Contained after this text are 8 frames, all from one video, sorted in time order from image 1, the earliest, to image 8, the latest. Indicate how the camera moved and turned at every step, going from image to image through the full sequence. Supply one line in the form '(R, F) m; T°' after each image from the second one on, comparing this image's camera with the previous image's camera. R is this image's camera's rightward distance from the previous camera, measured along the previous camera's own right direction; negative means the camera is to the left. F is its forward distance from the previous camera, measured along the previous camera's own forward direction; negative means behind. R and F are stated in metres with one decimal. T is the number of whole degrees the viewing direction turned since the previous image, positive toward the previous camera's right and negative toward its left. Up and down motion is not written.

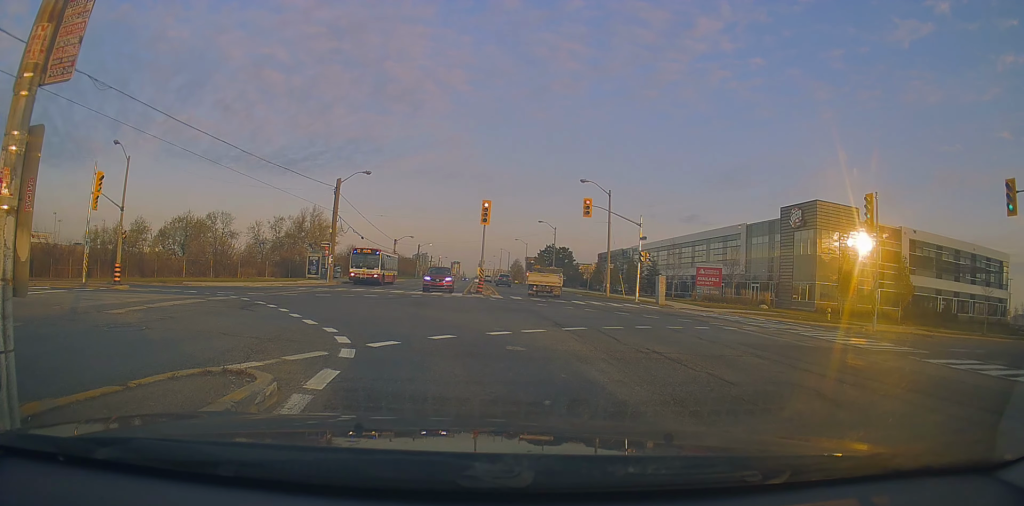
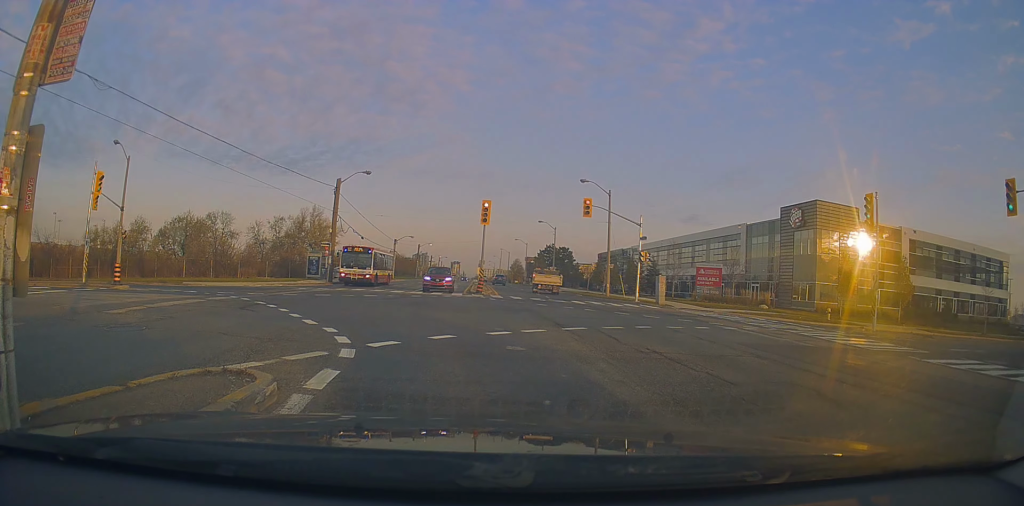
(0.0, 0.0) m; 0°
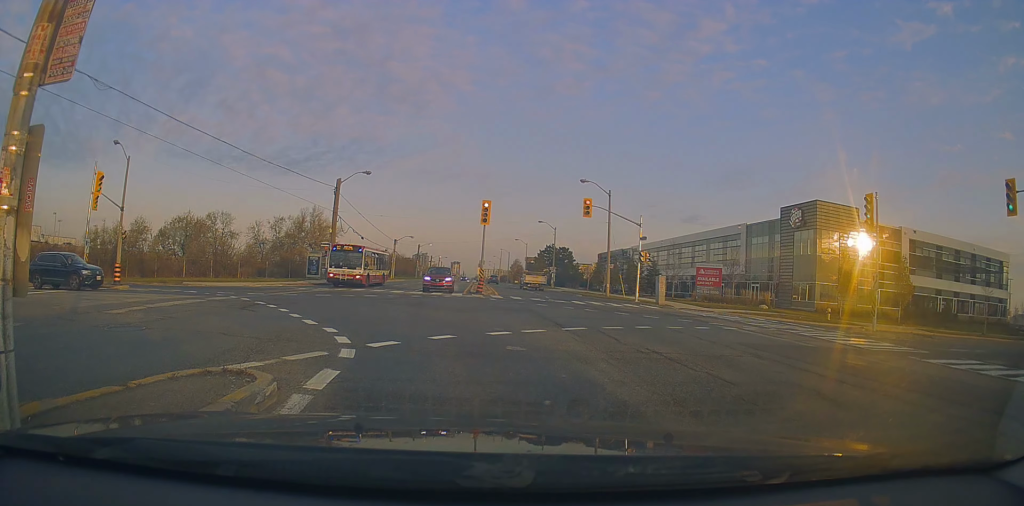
(0.0, 0.0) m; 0°
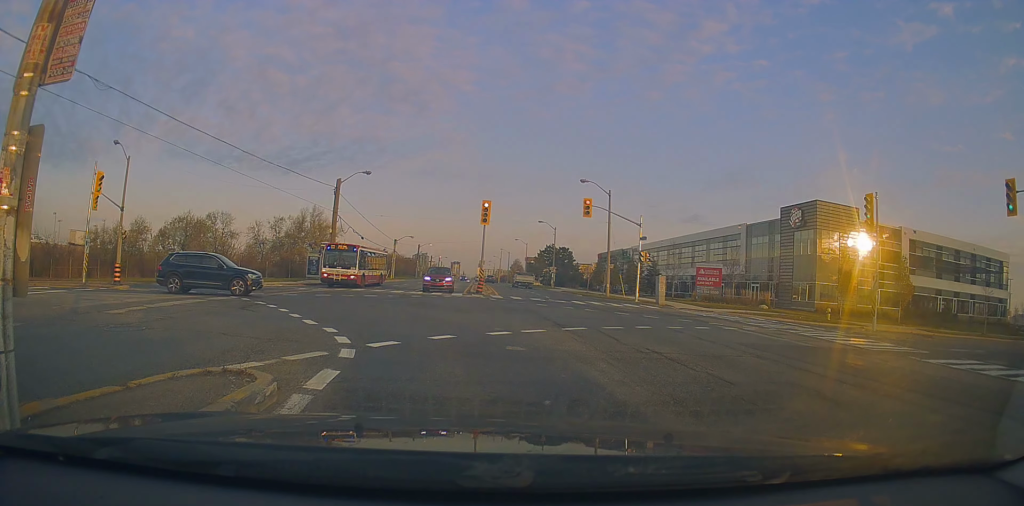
(0.0, 0.0) m; 0°
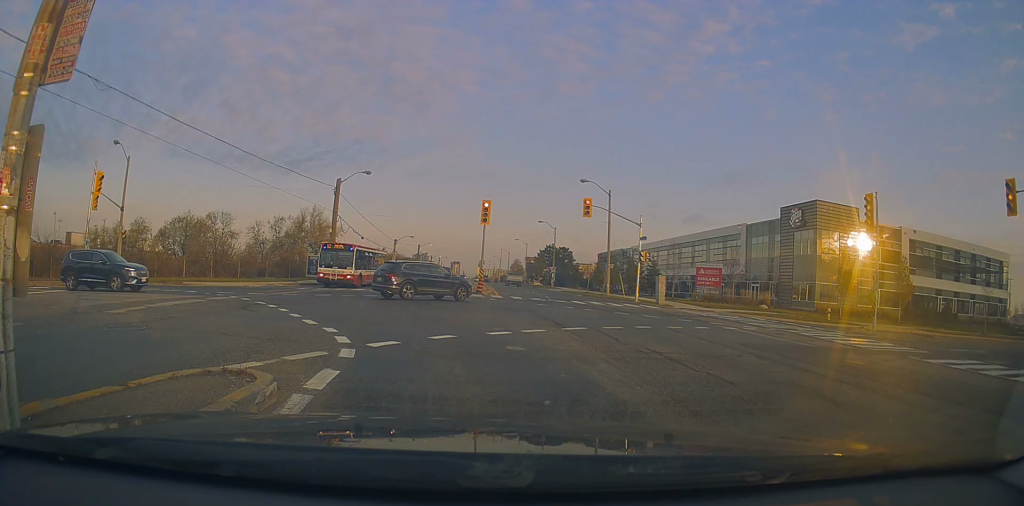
(0.0, 0.0) m; 0°
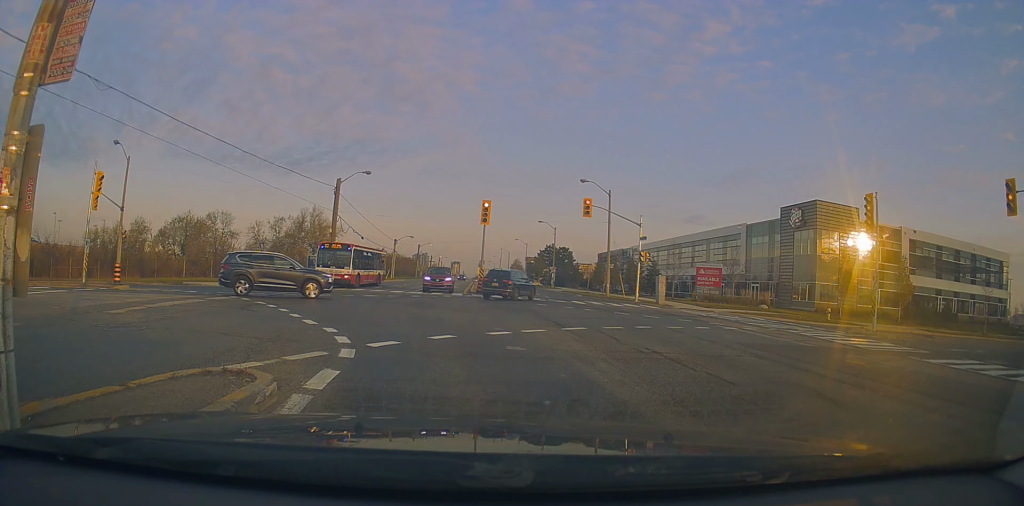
(0.0, 0.0) m; 0°
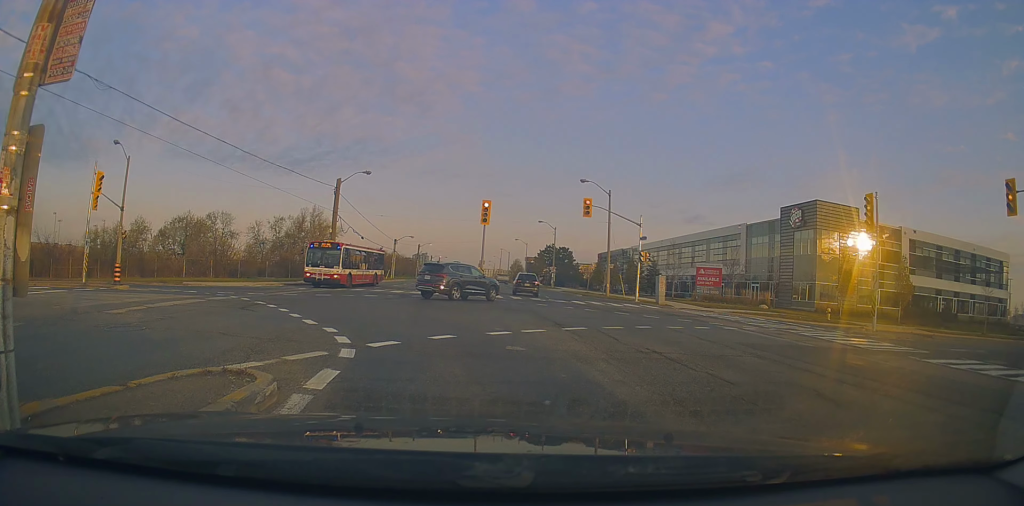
(0.0, 0.0) m; 0°
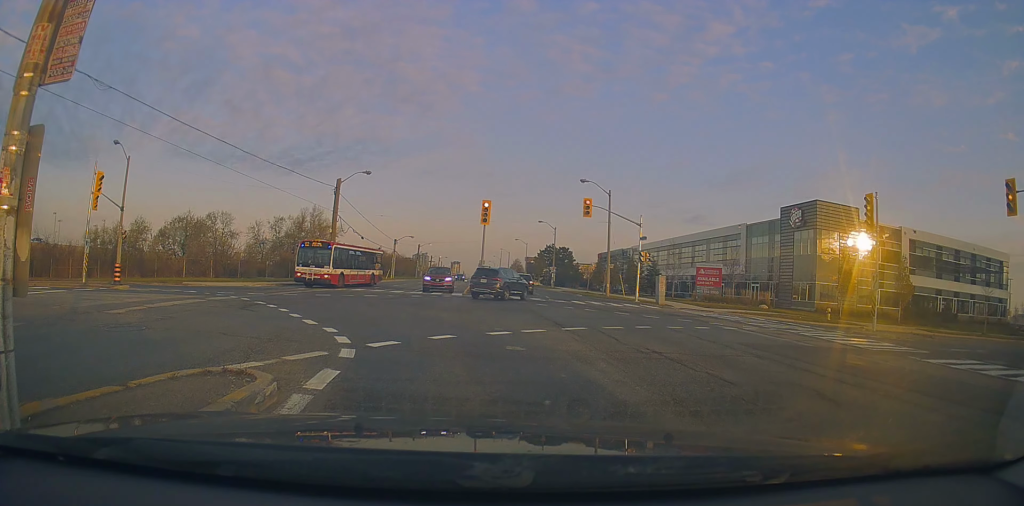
(0.0, 0.0) m; 0°
